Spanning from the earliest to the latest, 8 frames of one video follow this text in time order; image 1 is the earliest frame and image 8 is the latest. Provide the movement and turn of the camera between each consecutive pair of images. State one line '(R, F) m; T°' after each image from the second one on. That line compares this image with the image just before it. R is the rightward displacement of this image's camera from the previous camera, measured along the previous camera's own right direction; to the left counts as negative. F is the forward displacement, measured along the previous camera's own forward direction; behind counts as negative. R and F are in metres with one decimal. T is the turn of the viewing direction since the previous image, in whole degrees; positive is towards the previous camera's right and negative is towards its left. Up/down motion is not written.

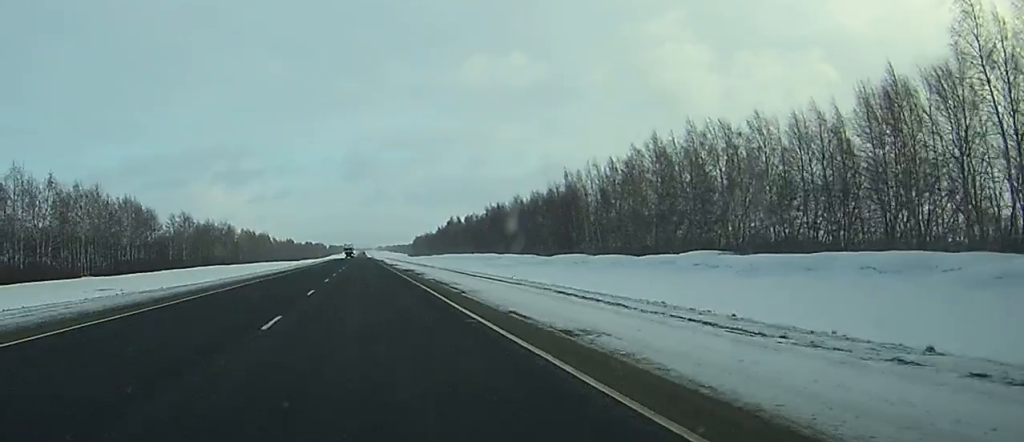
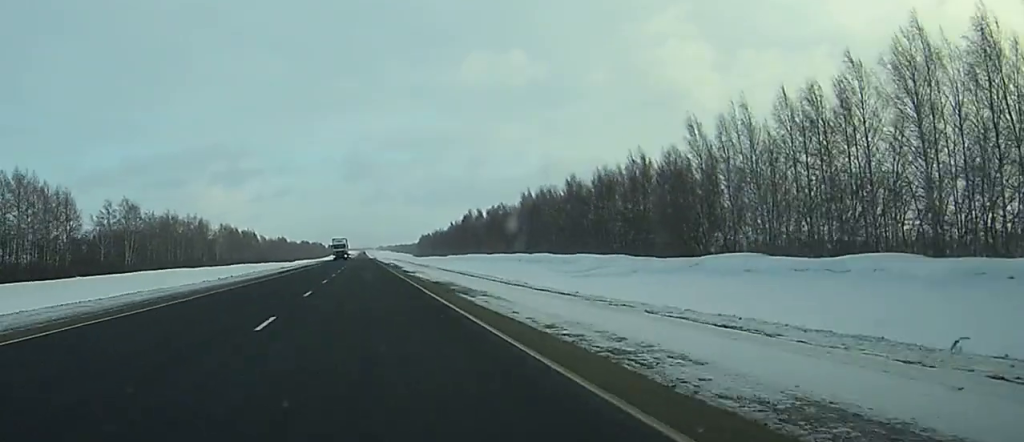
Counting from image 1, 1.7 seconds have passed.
(-0.2, +59.7) m; 0°
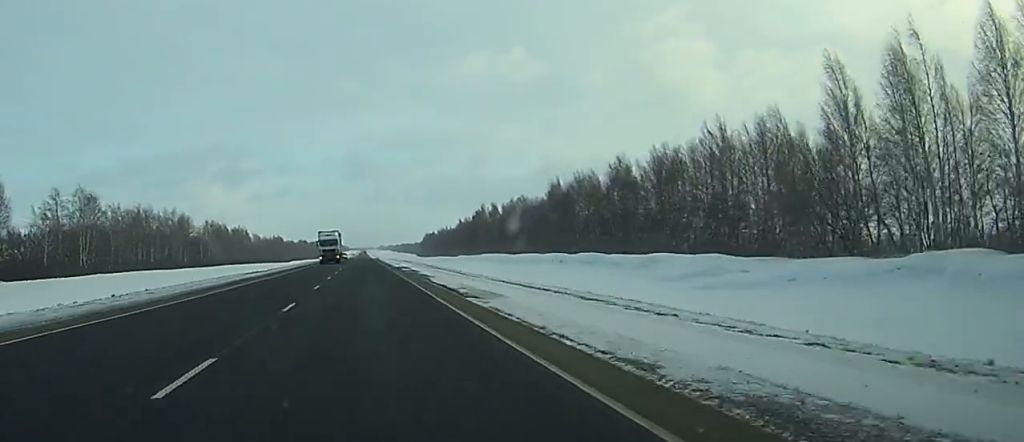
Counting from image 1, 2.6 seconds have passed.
(0.0, +30.5) m; 0°
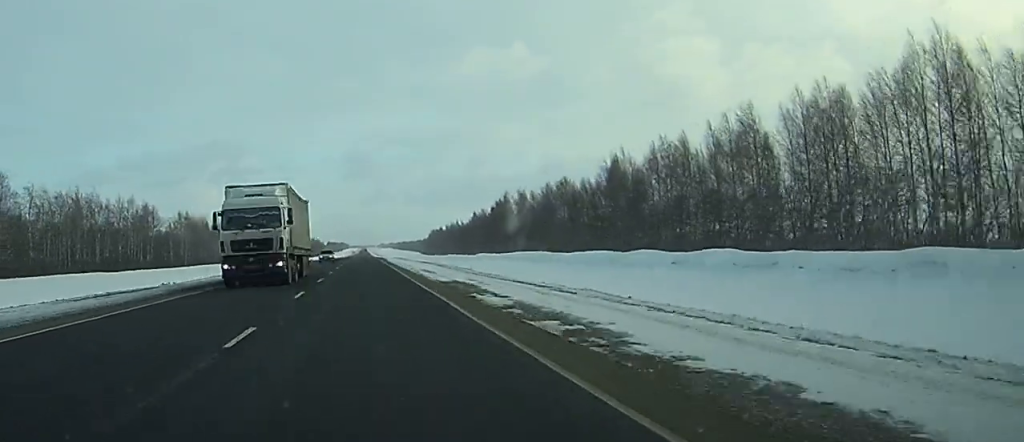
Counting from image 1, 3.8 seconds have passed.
(0.0, +43.6) m; 0°
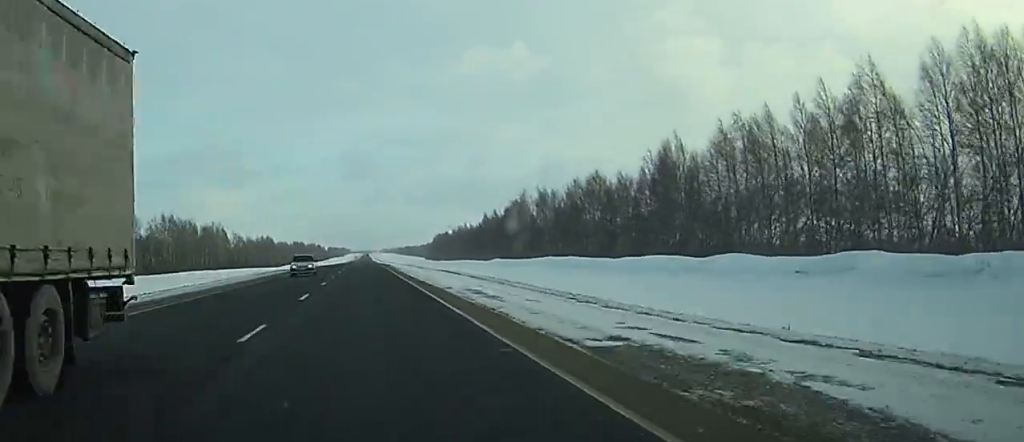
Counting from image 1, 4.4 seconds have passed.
(+0.1, +22.4) m; 0°
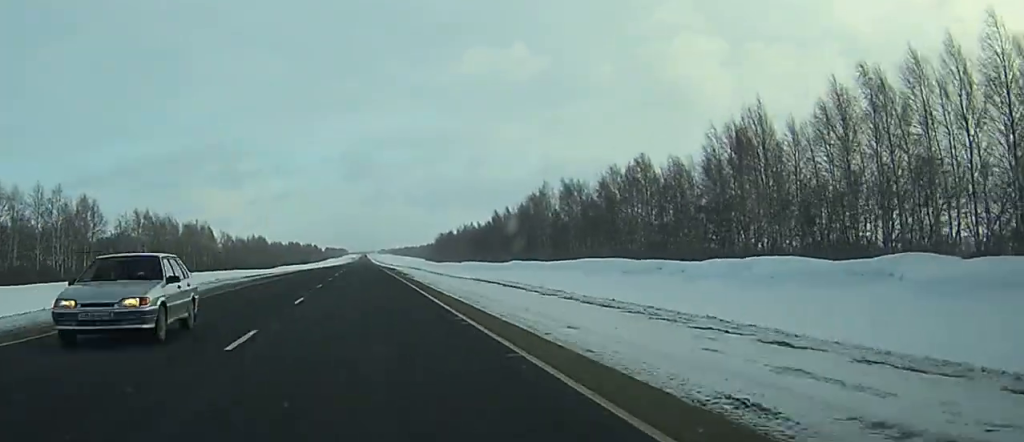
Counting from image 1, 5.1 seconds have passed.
(-0.1, +24.9) m; 0°
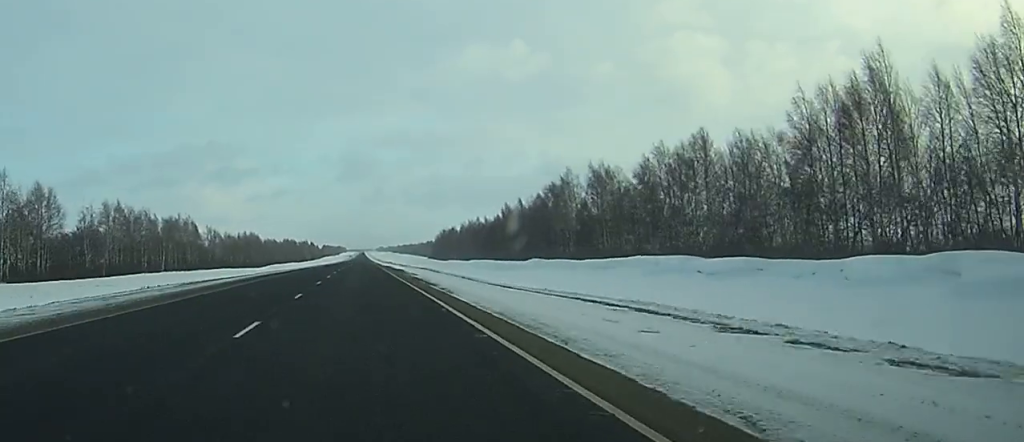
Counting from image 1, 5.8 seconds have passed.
(0.0, +22.6) m; 0°
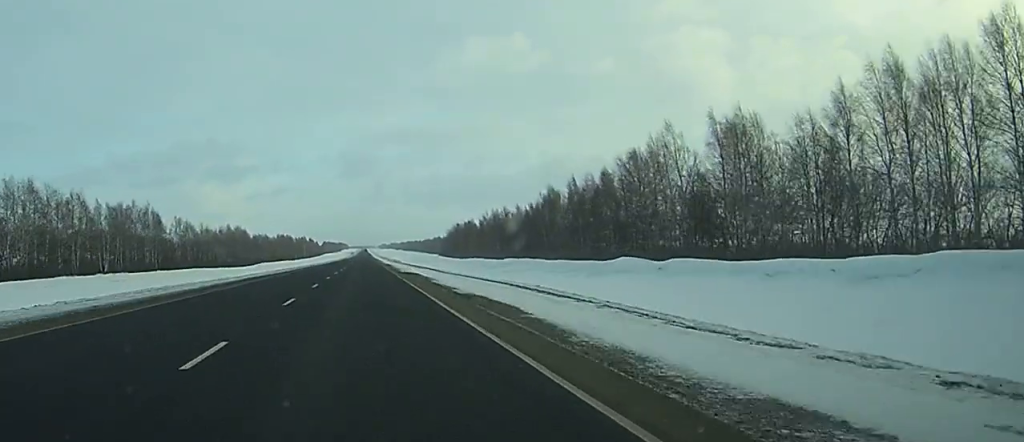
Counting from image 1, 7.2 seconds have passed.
(+0.1, +51.4) m; 0°
